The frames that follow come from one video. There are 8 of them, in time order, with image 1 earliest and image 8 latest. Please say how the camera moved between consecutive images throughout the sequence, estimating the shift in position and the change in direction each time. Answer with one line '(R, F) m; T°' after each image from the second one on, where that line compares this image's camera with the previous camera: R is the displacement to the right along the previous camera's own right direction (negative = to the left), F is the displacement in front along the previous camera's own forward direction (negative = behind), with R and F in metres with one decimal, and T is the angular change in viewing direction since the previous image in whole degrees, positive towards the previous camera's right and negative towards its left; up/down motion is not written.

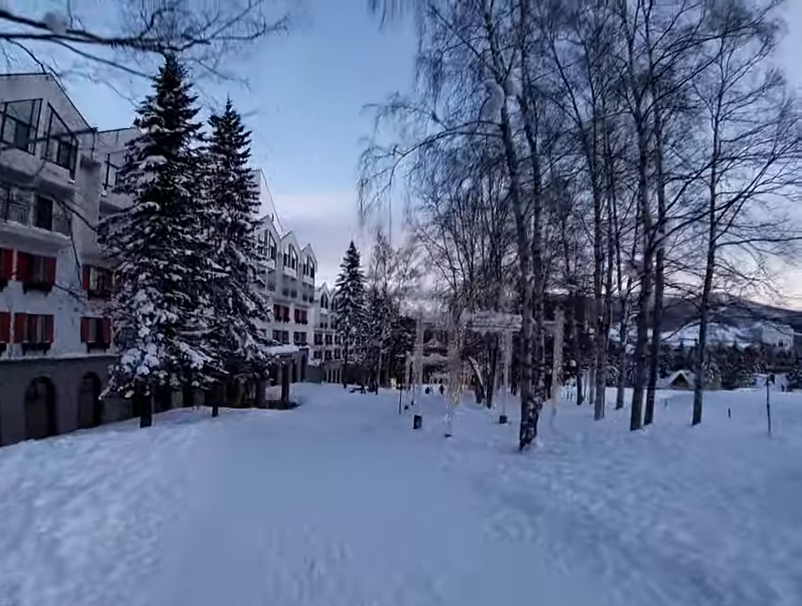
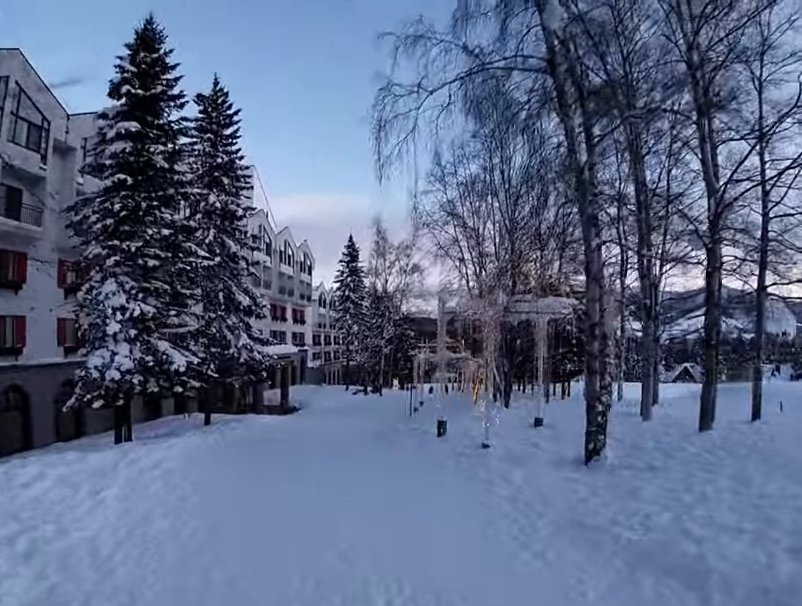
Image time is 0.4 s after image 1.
(-0.2, +2.7) m; 0°
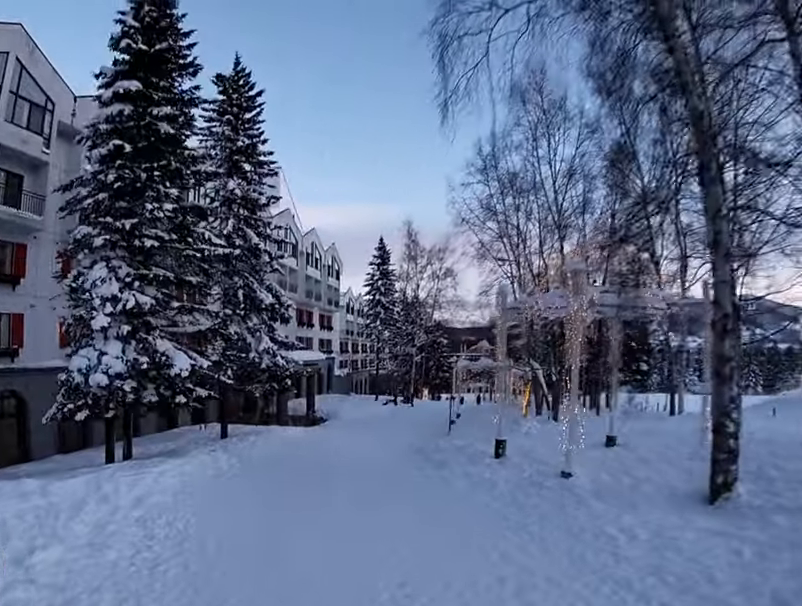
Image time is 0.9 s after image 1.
(+0.2, +2.6) m; +2°
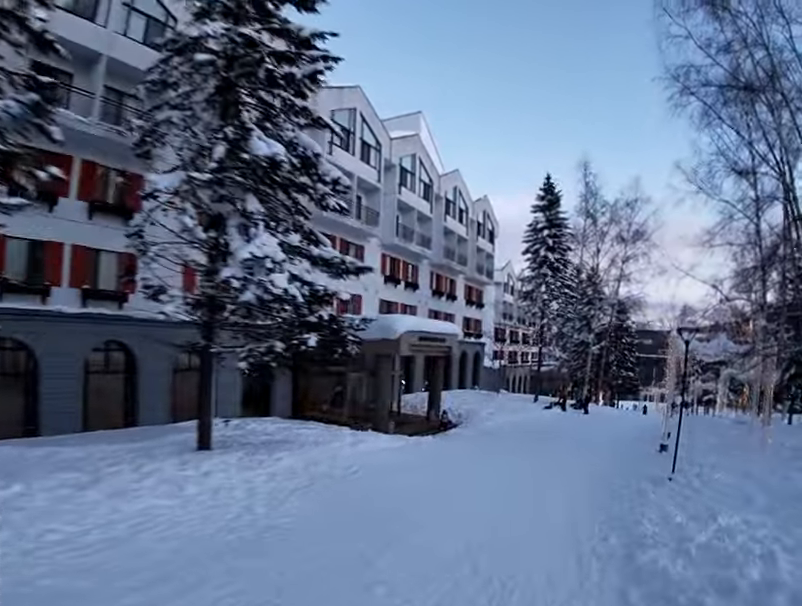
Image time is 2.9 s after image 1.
(+0.6, +11.9) m; +4°
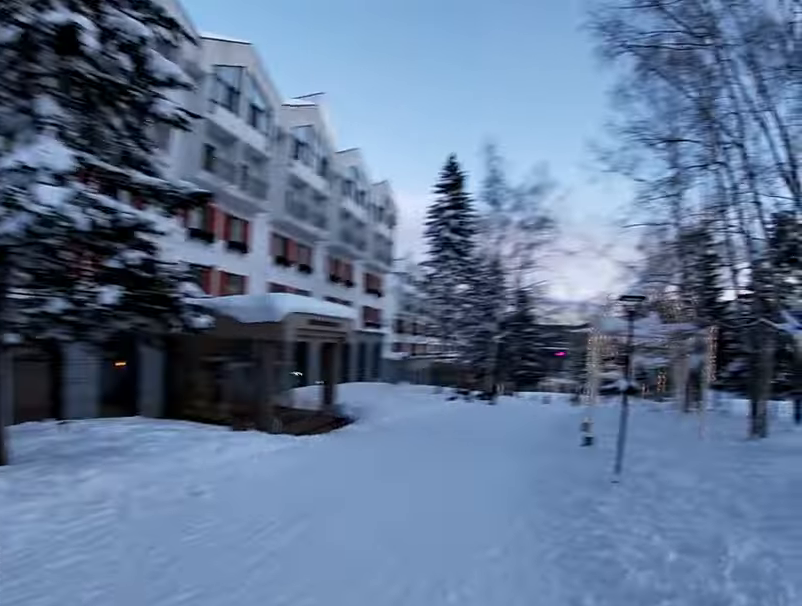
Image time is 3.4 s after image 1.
(0.0, +3.0) m; +1°
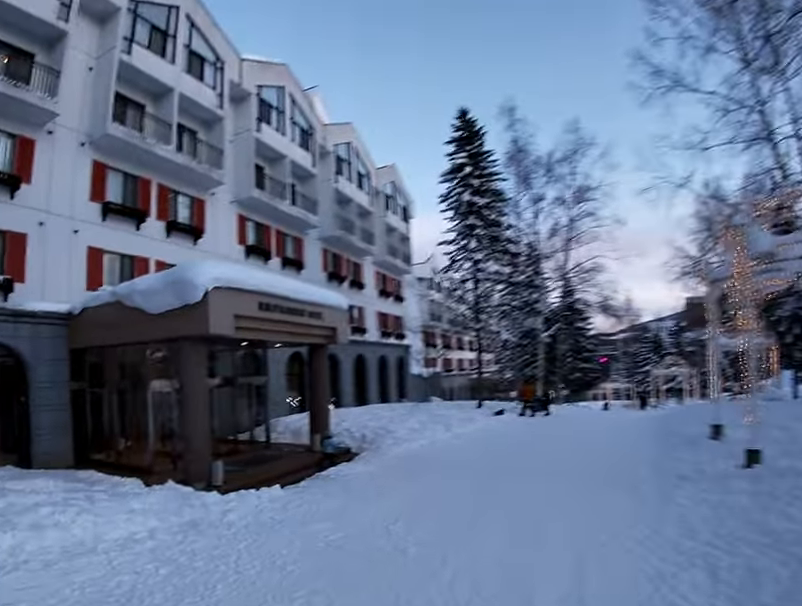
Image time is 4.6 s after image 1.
(+0.4, +6.9) m; +11°
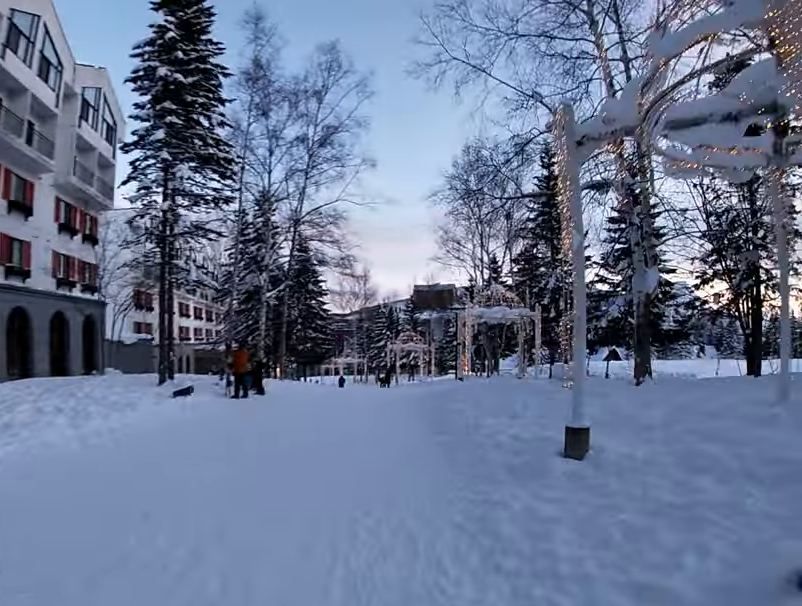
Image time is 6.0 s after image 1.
(+0.9, +7.7) m; +1°
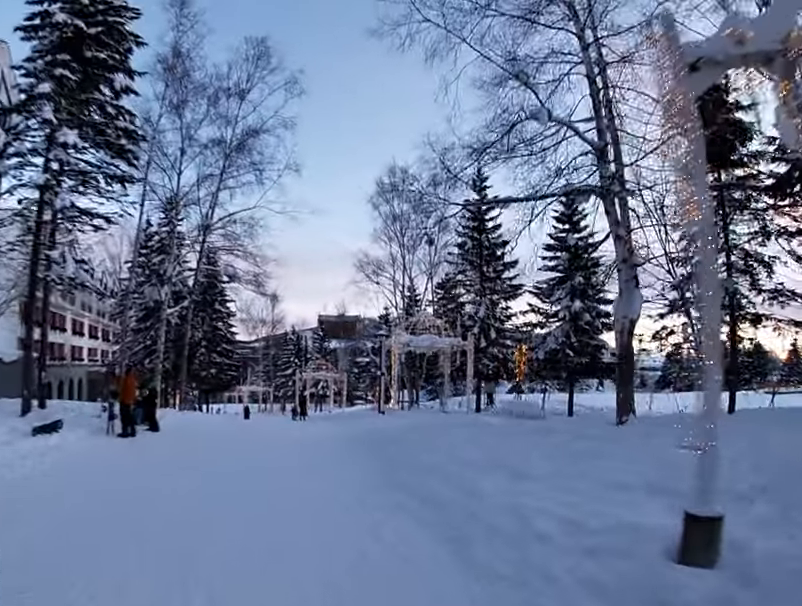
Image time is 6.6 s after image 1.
(0.0, +3.0) m; -4°
